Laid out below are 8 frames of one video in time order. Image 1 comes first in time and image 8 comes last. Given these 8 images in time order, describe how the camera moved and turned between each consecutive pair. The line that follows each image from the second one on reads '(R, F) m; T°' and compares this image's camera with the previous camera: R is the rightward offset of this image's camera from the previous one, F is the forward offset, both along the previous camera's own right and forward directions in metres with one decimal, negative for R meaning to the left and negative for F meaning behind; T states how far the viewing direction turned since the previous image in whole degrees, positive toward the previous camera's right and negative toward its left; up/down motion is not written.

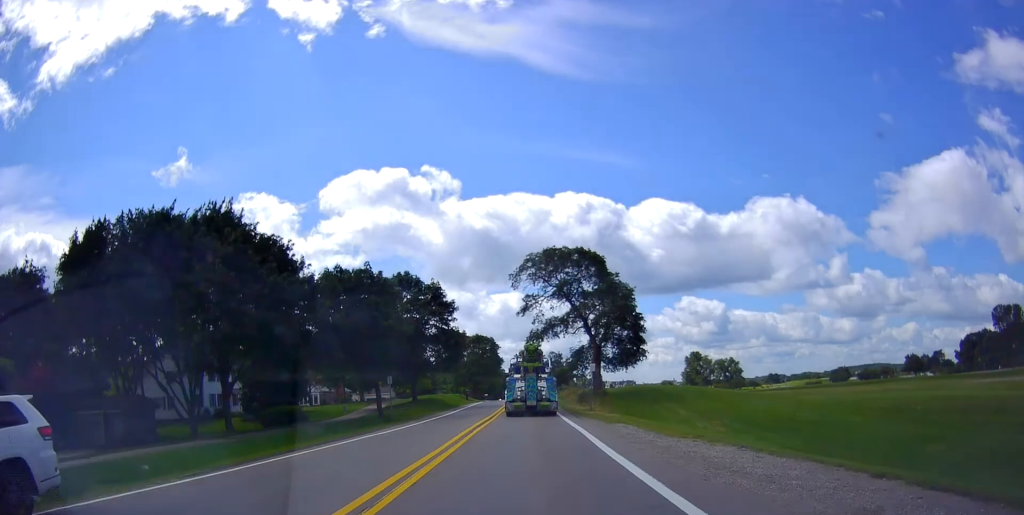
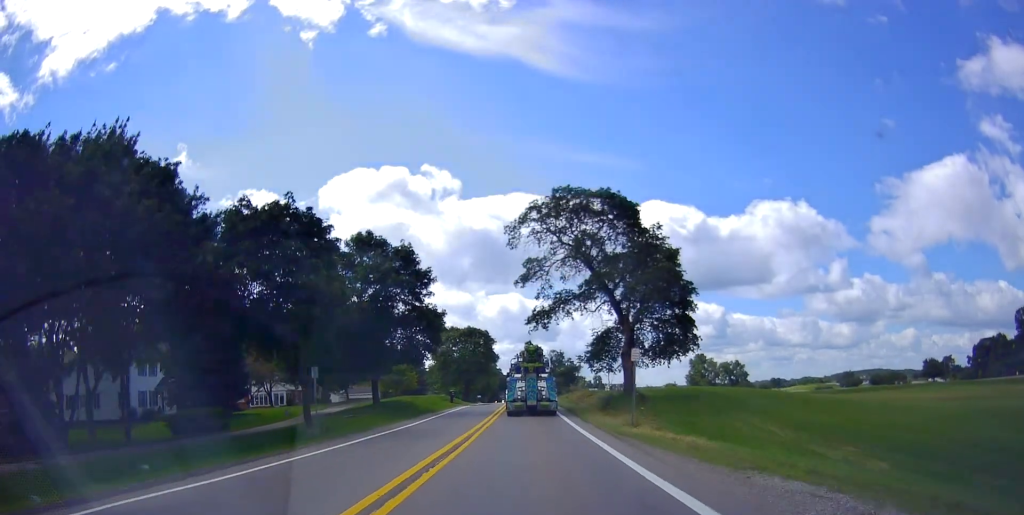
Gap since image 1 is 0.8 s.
(+0.5, +13.3) m; +1°
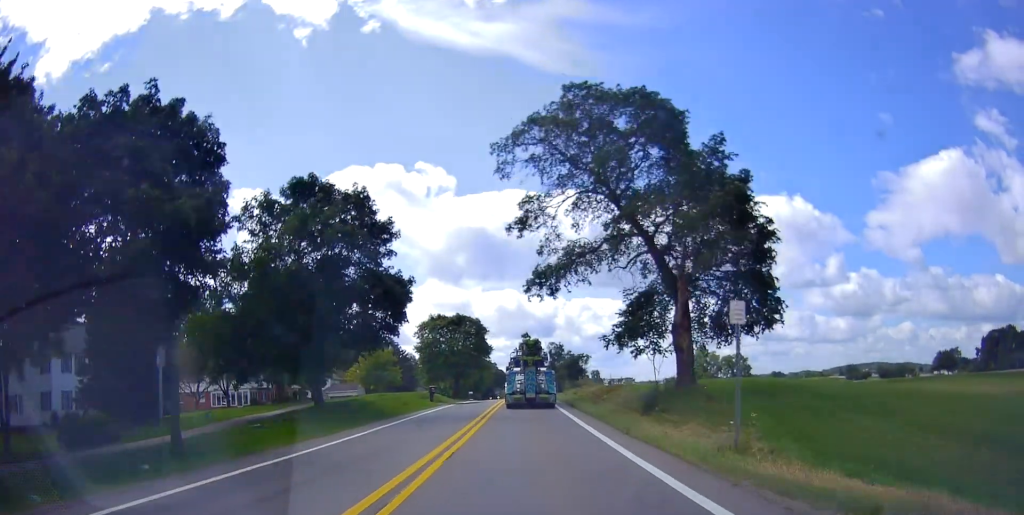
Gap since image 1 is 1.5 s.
(0.0, +10.7) m; -1°
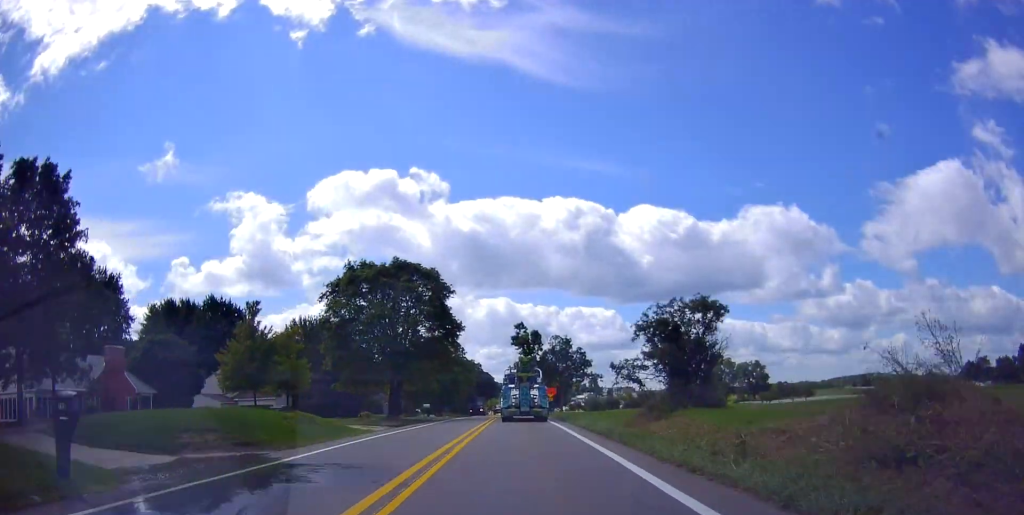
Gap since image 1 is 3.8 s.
(-0.4, +37.2) m; +2°
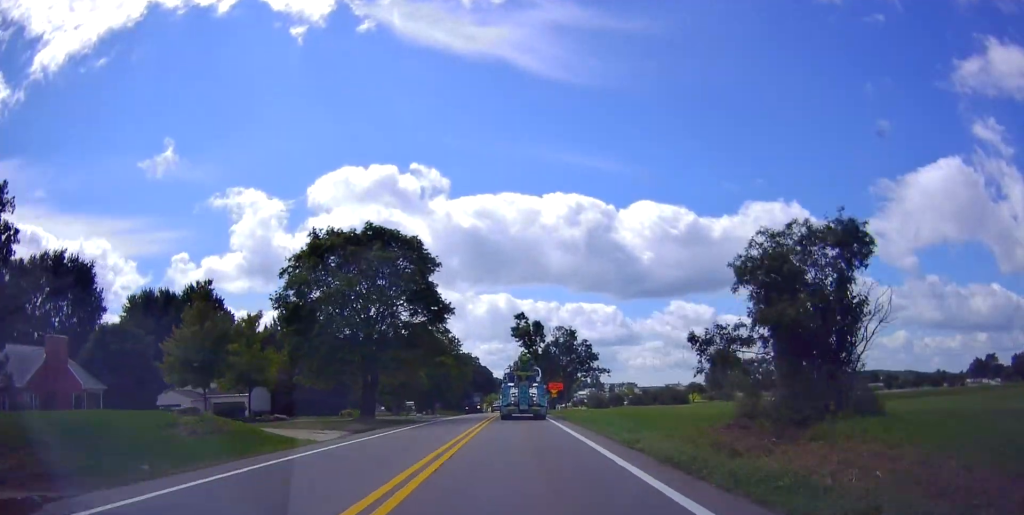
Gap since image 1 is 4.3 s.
(+0.1, +8.3) m; 0°
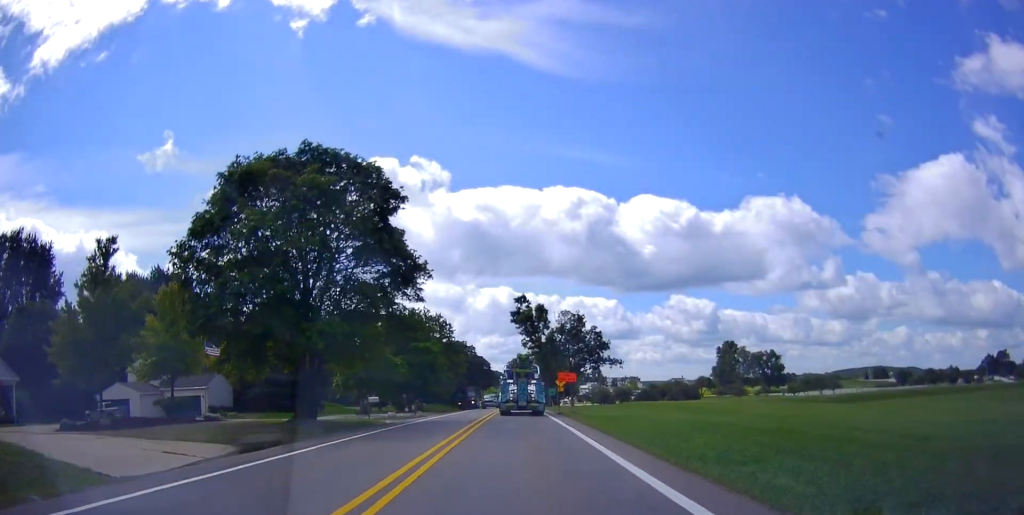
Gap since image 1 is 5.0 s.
(+0.1, +11.8) m; -2°
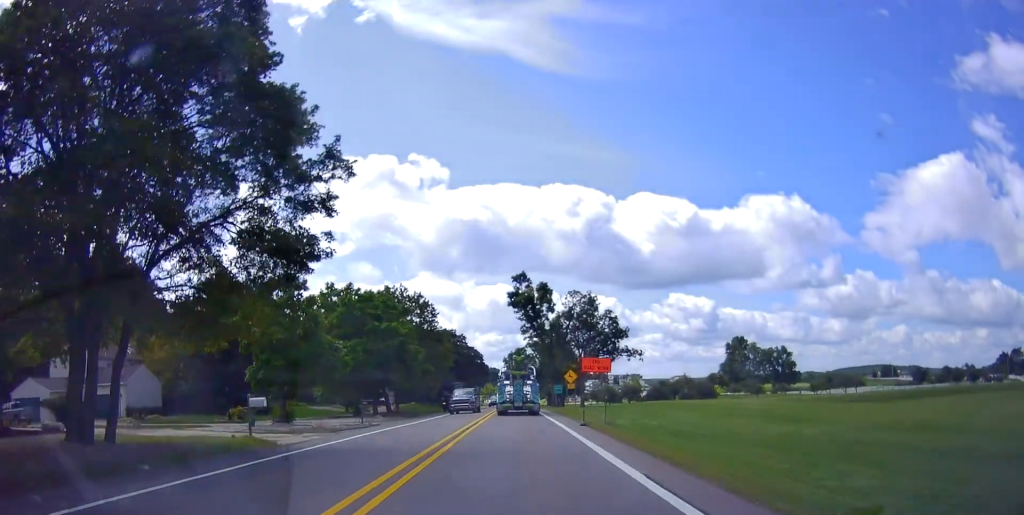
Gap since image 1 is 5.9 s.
(-0.6, +15.7) m; 0°
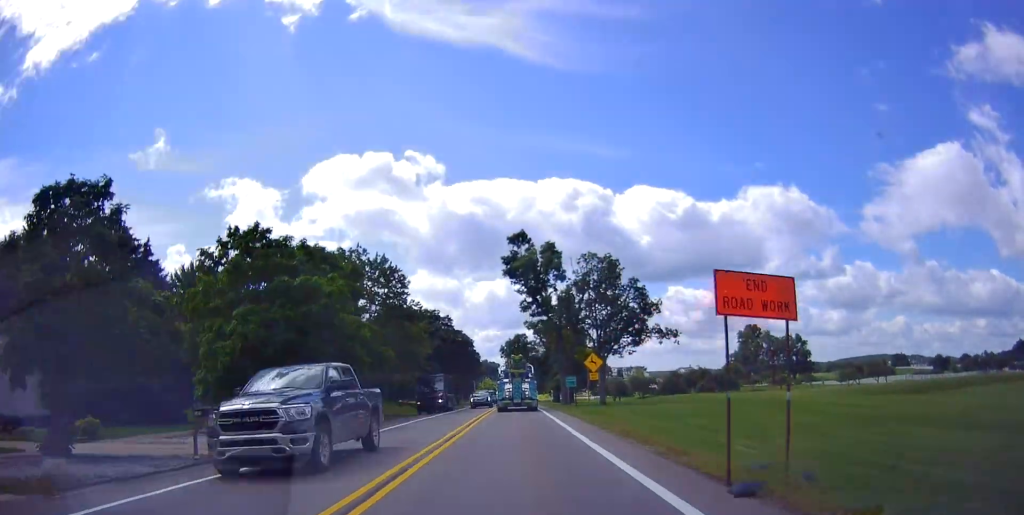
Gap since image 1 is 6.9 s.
(+0.5, +17.4) m; +1°
